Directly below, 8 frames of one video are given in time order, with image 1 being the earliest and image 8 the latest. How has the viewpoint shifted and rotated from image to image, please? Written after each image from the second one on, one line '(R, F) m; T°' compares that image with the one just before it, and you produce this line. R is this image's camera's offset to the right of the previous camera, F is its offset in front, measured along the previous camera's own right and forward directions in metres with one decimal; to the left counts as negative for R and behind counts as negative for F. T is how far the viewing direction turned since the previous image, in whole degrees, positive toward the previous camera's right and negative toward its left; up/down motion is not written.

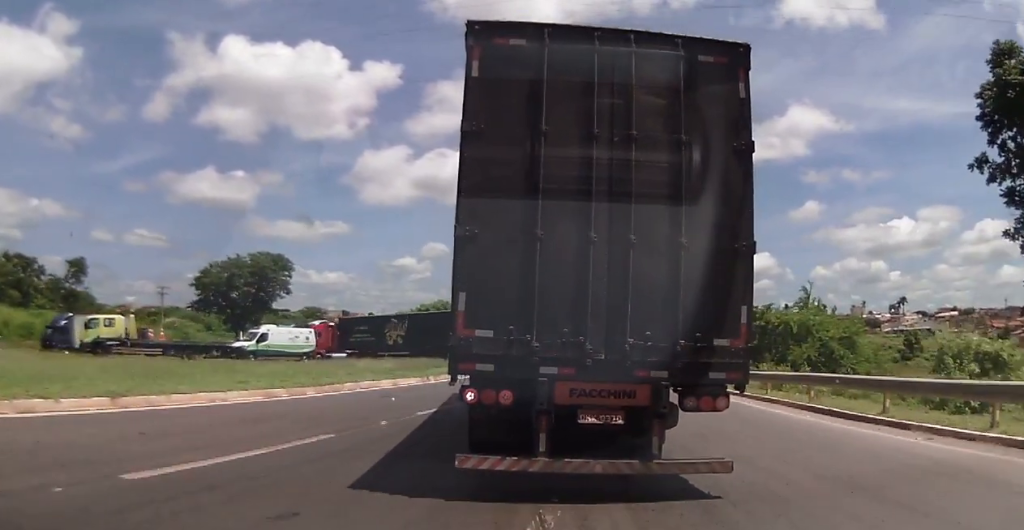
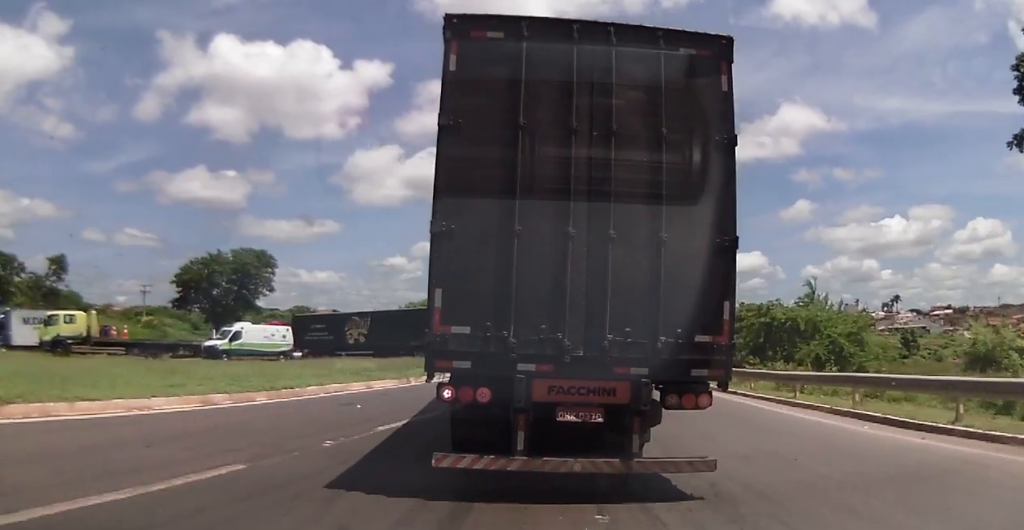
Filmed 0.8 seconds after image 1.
(-0.1, +3.1) m; -1°
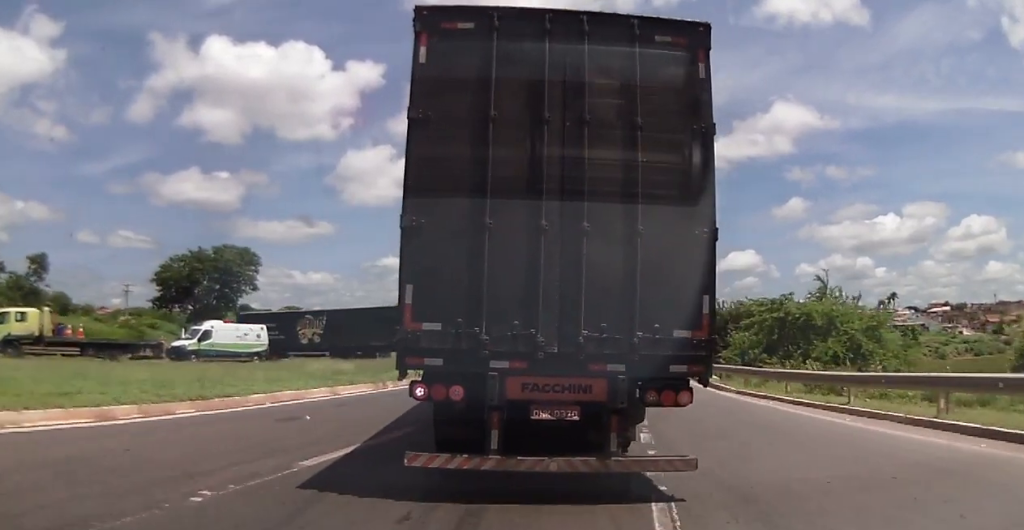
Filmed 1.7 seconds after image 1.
(-0.1, +3.8) m; +2°
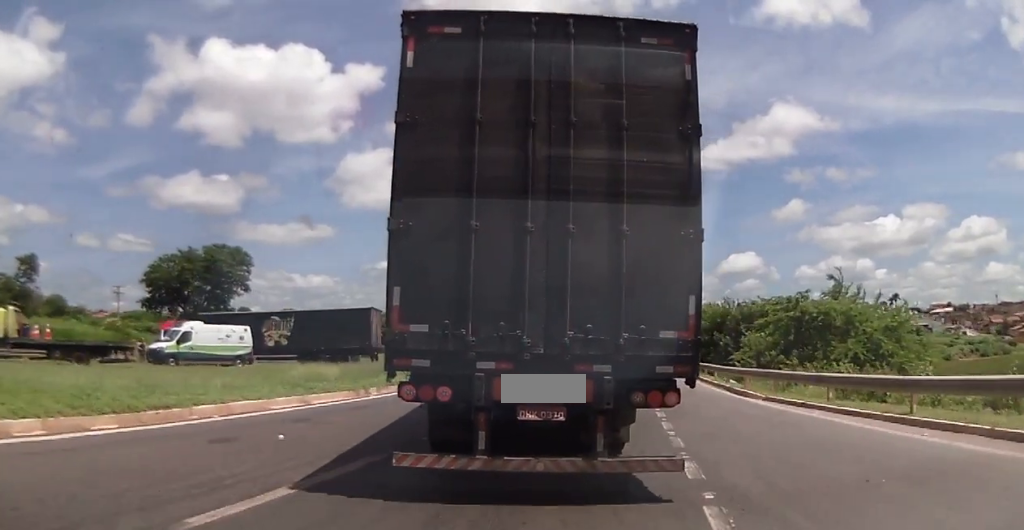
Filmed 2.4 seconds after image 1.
(+0.1, +2.9) m; +4°
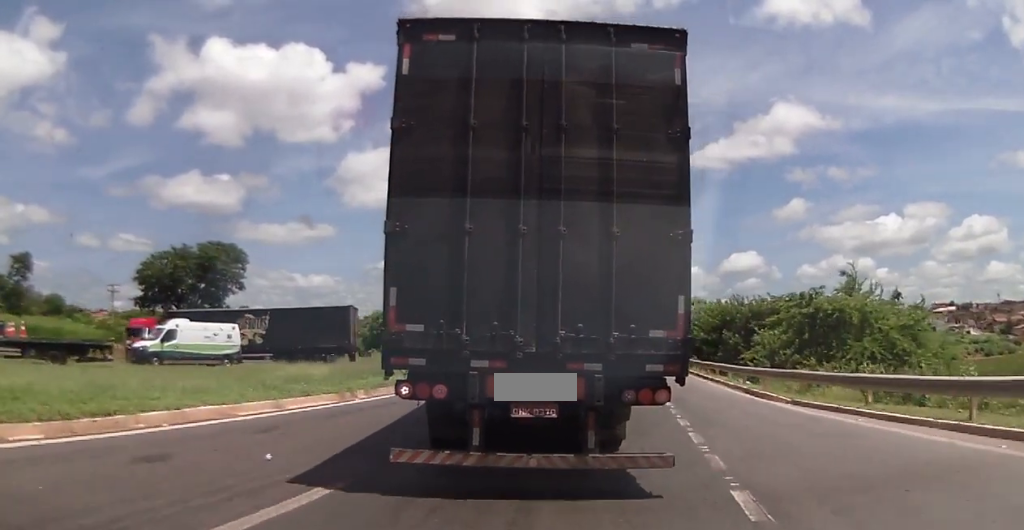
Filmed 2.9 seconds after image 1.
(+0.1, +2.1) m; 0°
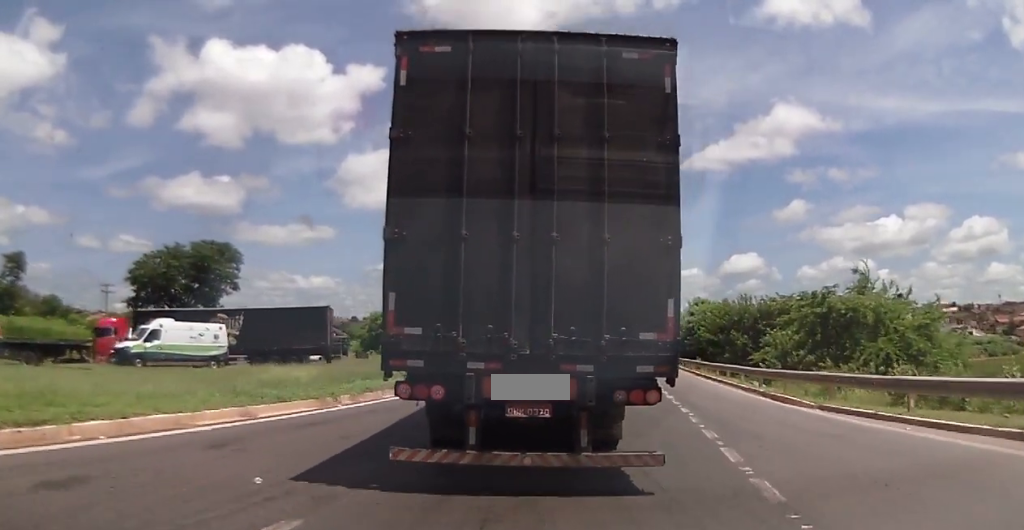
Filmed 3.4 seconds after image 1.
(+0.1, +1.9) m; 0°
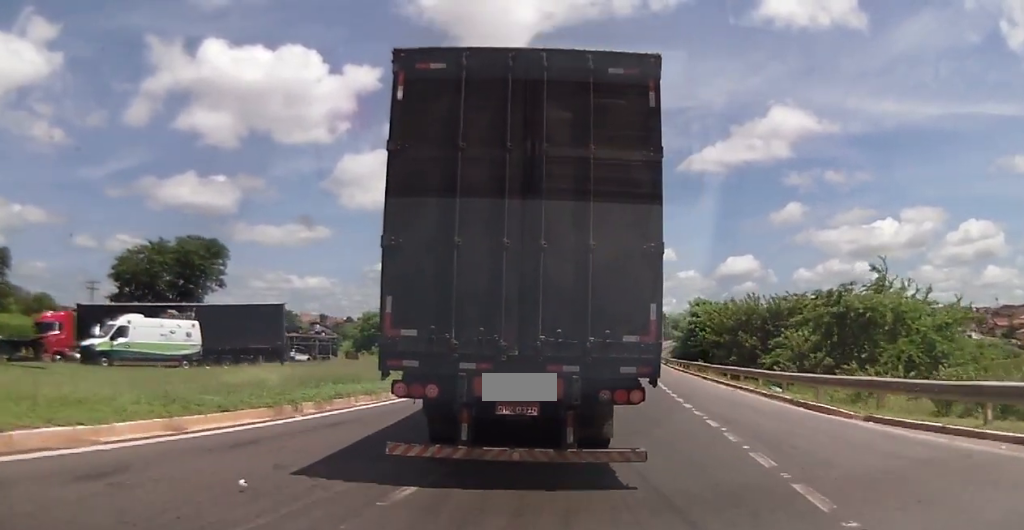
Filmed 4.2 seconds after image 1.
(-0.1, +2.8) m; -2°
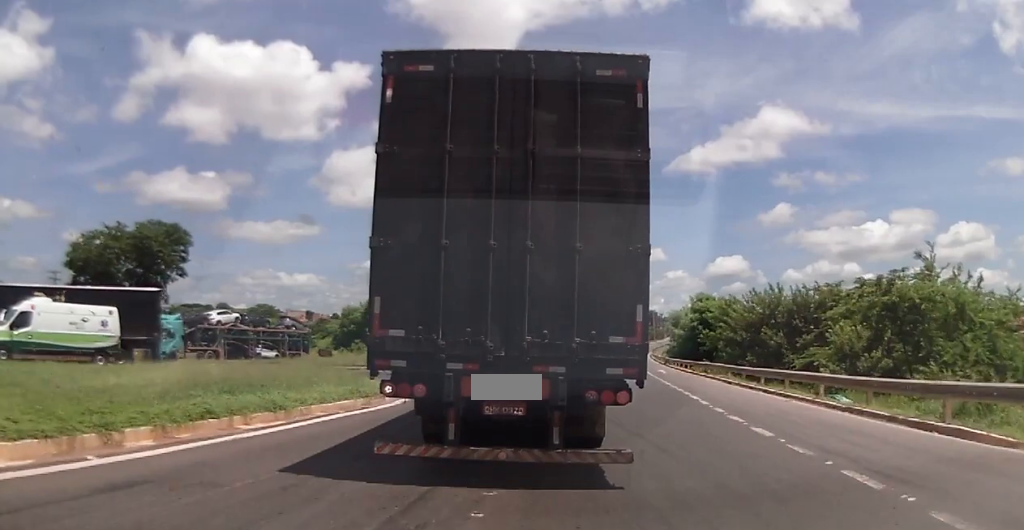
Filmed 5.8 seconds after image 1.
(+0.1, +6.3) m; +2°
